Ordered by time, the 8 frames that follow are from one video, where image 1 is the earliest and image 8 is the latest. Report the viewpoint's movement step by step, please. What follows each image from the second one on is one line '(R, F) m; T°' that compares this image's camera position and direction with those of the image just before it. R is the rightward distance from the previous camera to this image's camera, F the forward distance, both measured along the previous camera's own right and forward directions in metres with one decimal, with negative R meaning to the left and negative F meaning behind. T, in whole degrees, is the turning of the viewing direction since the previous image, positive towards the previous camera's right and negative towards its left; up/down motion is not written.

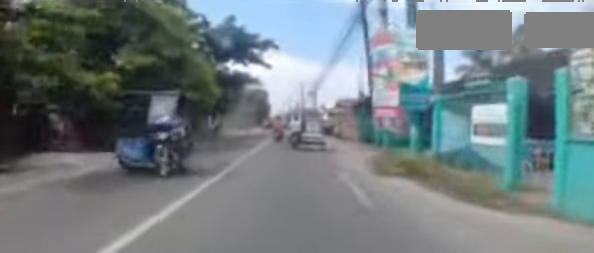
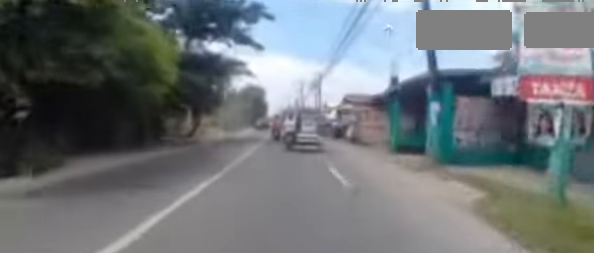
(0.0, +7.1) m; -2°
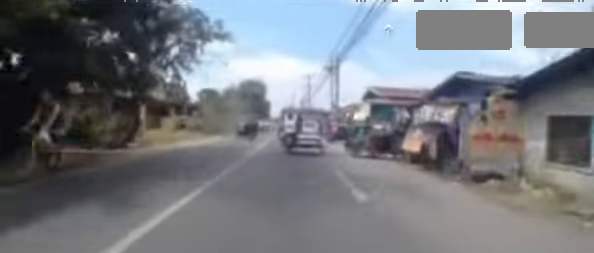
(-0.7, +10.0) m; -4°
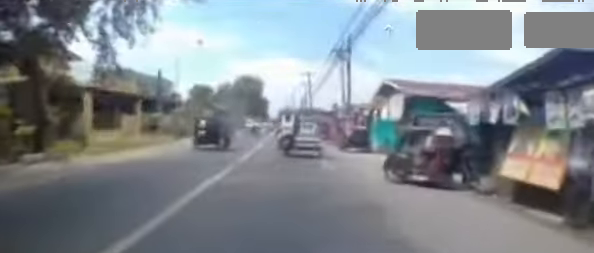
(-0.2, +5.5) m; 0°
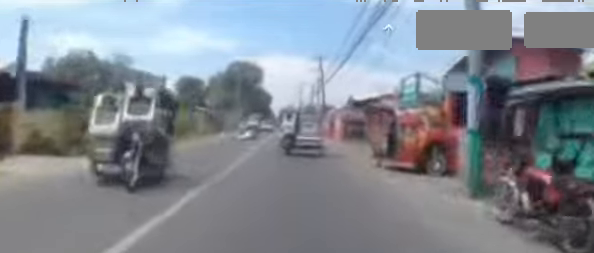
(+0.7, +13.0) m; +3°
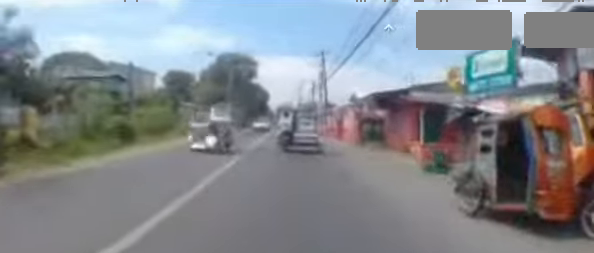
(0.0, +5.2) m; 0°
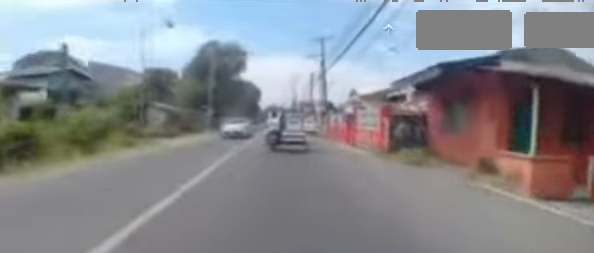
(0.0, +5.9) m; 0°
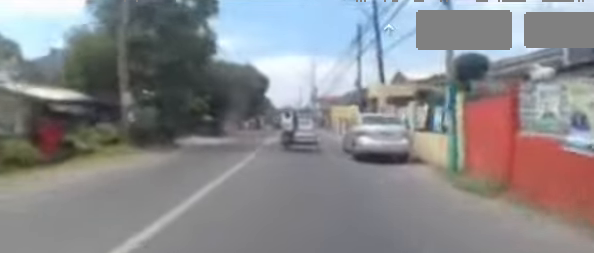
(0.0, +18.3) m; 0°
